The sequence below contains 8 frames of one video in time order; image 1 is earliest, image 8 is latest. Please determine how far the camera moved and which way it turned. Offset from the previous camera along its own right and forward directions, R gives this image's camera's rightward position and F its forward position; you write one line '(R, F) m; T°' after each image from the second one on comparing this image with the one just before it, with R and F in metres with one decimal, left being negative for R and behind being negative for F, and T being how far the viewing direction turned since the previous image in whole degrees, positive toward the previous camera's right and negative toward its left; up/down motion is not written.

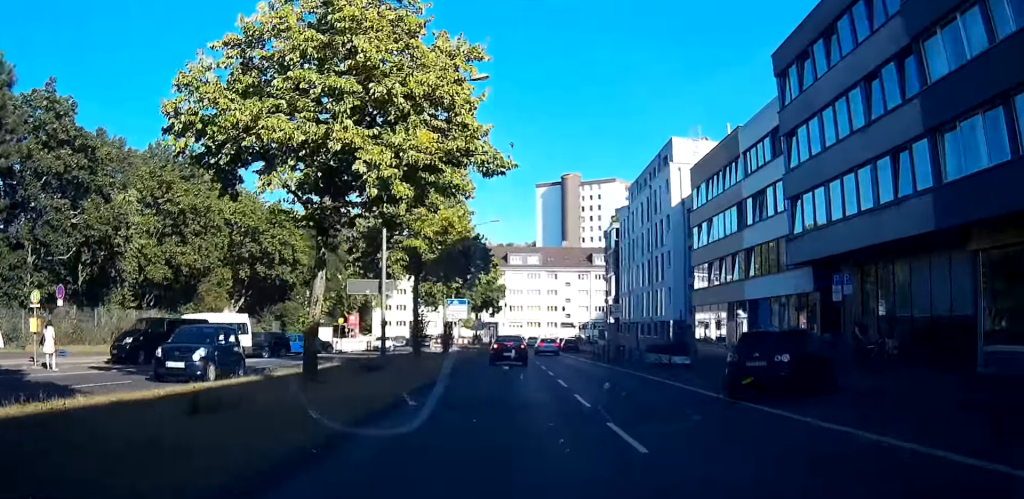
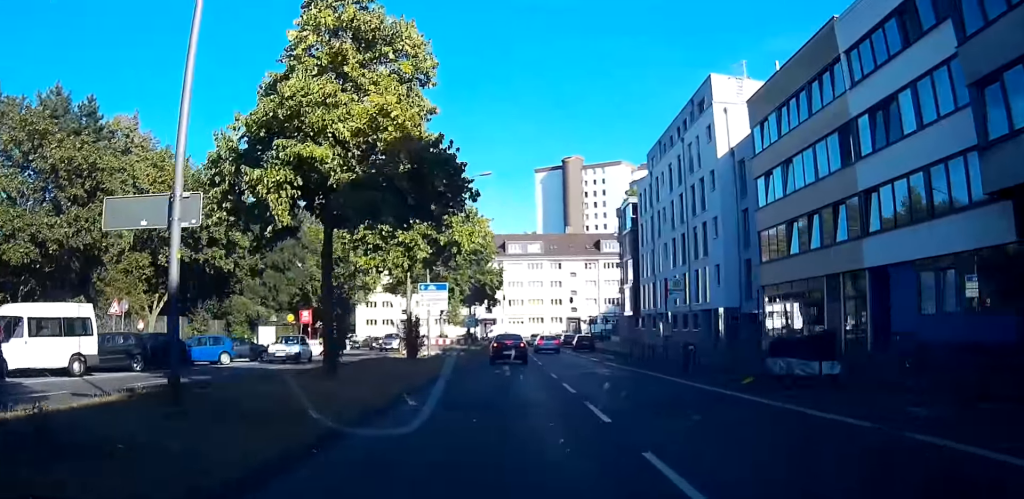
(0.0, +14.5) m; 0°
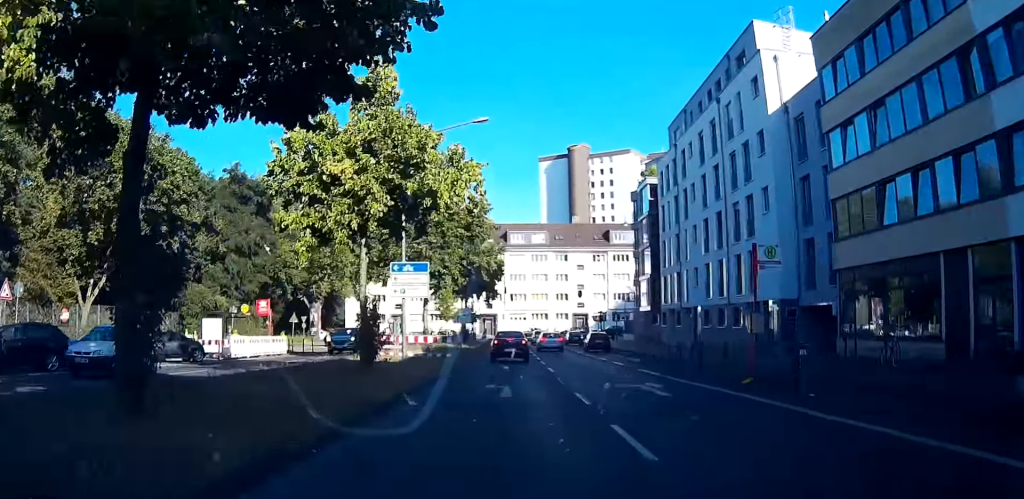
(0.0, +8.9) m; 0°
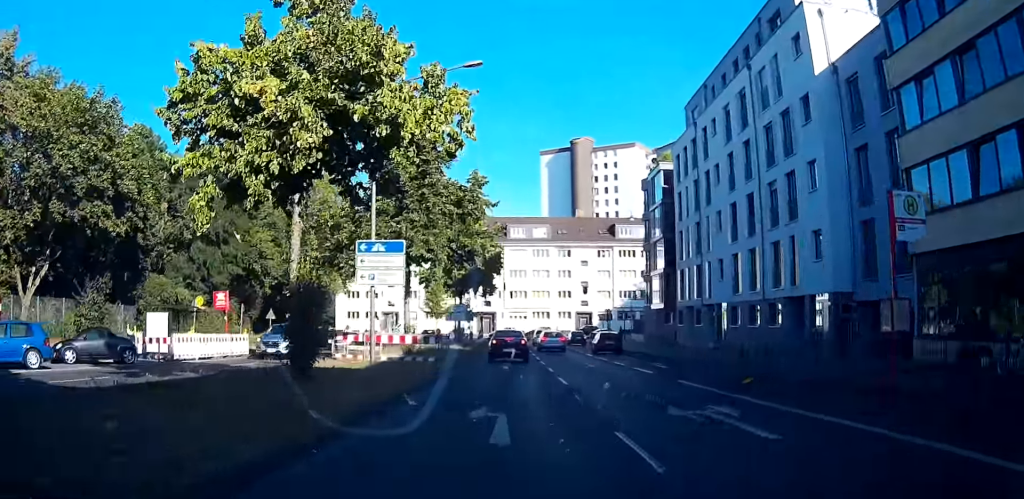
(-0.1, +5.9) m; 0°
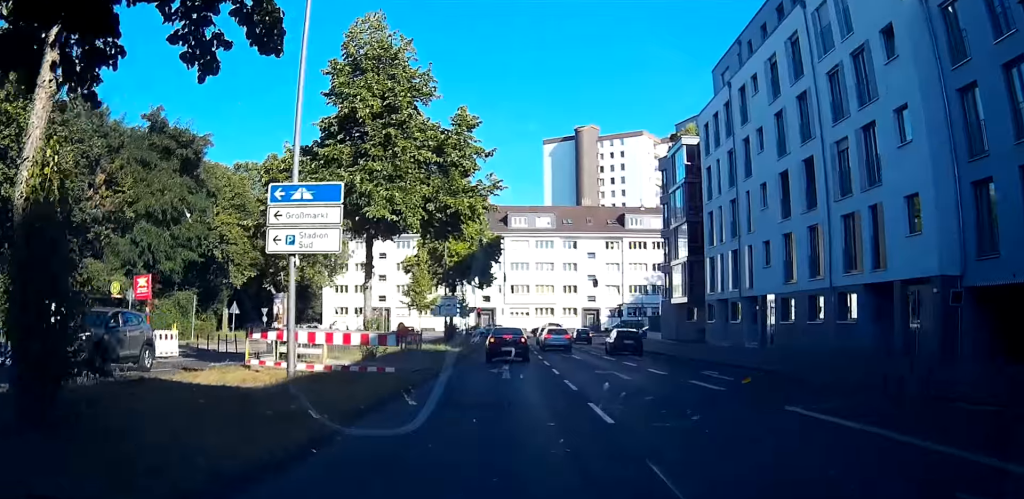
(+0.1, +7.2) m; 0°
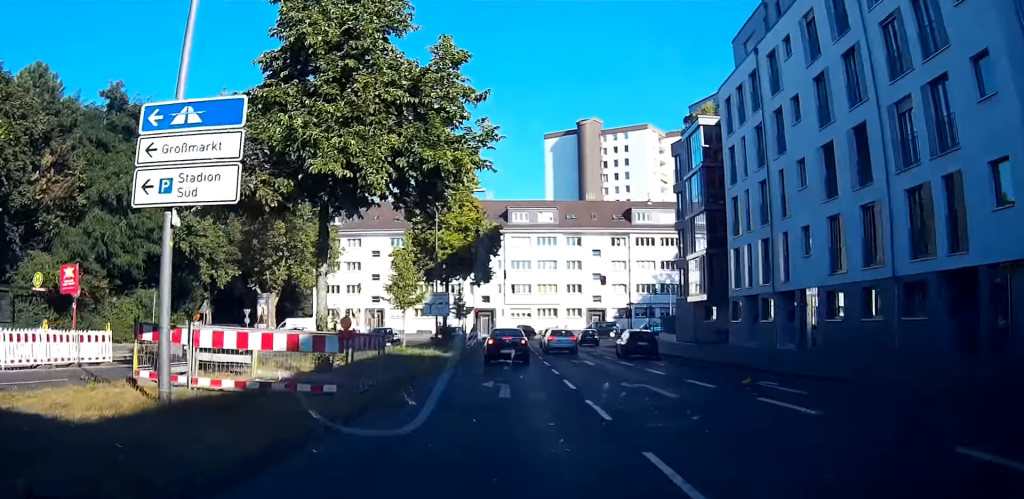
(+0.1, +4.5) m; 0°
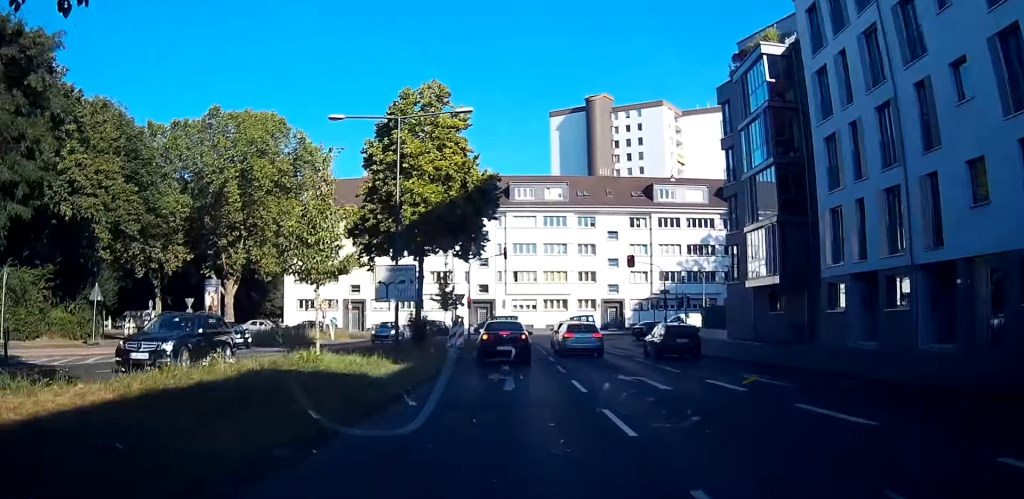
(-0.6, +9.7) m; -7°
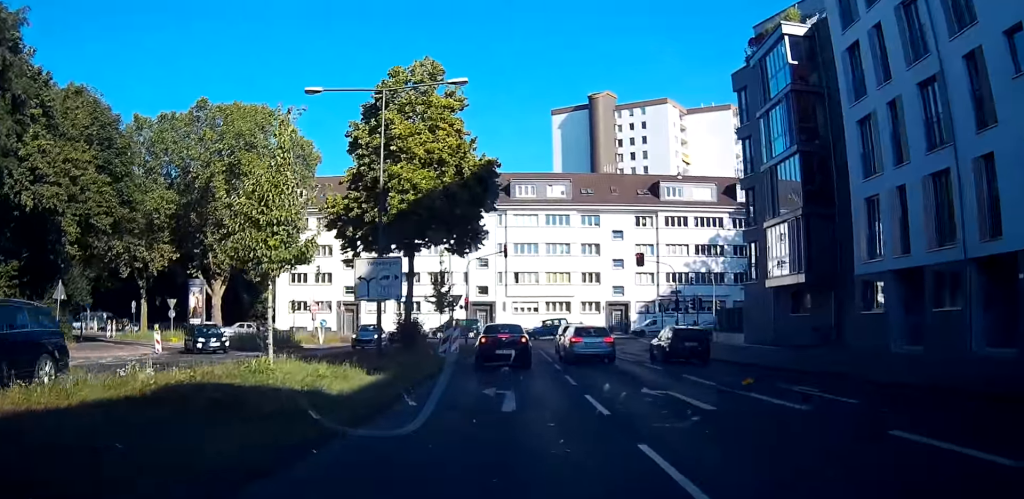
(-0.1, +2.4) m; -2°
